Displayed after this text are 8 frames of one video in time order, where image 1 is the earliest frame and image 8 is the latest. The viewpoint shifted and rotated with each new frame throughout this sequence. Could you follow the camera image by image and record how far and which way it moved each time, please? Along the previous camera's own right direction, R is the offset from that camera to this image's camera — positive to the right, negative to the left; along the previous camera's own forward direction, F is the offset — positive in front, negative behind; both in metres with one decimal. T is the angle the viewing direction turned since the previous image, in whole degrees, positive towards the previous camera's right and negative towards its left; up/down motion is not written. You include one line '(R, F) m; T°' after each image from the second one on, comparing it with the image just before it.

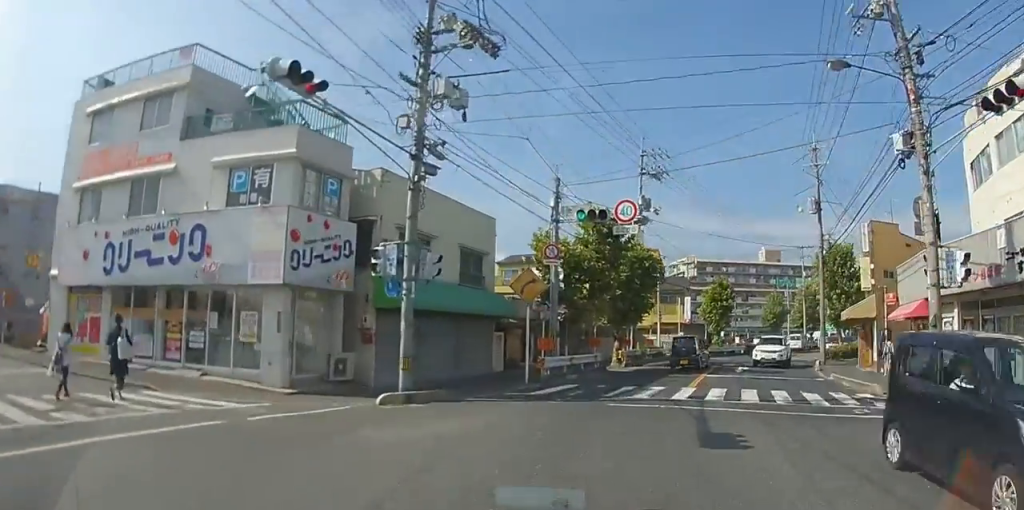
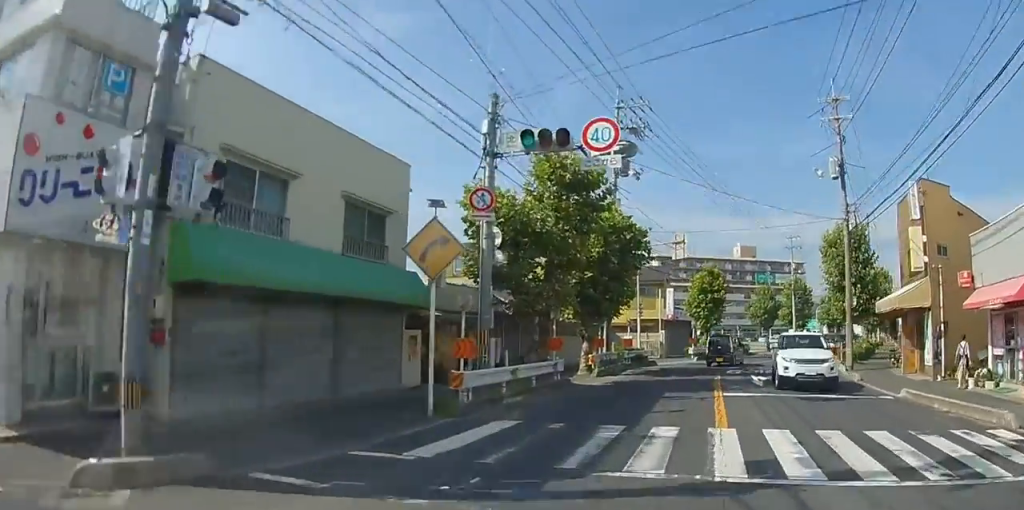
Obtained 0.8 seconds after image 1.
(+0.1, +7.2) m; +1°
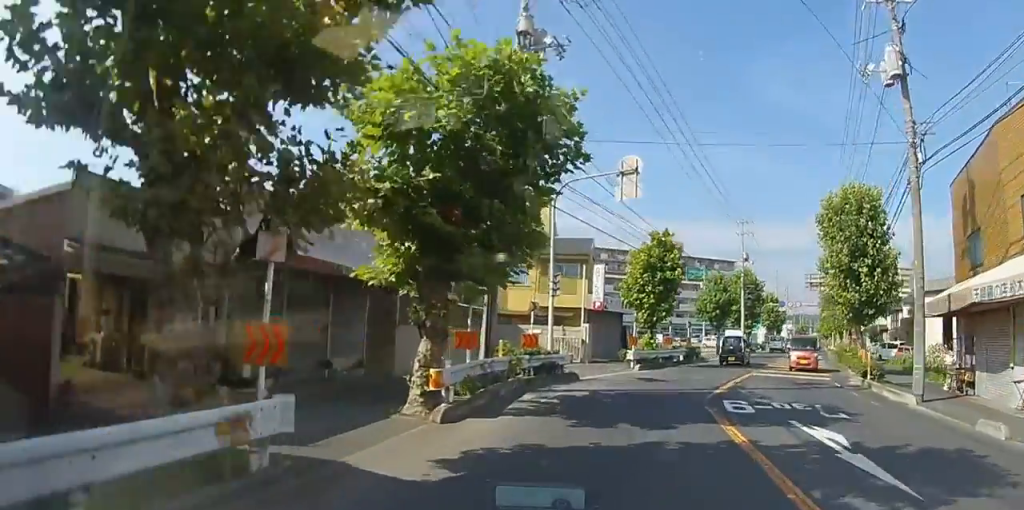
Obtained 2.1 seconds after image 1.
(0.0, +11.0) m; +4°
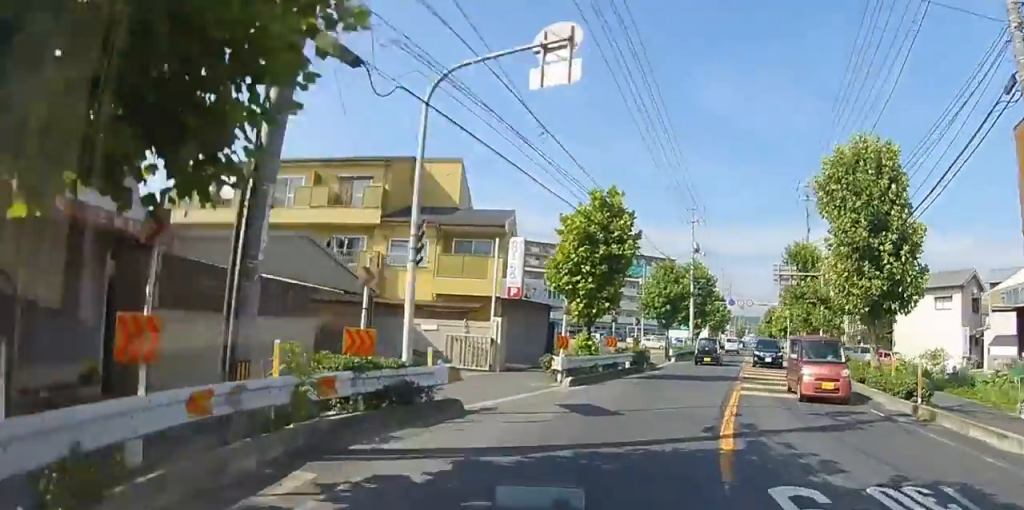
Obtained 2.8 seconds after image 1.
(+0.3, +6.9) m; +7°
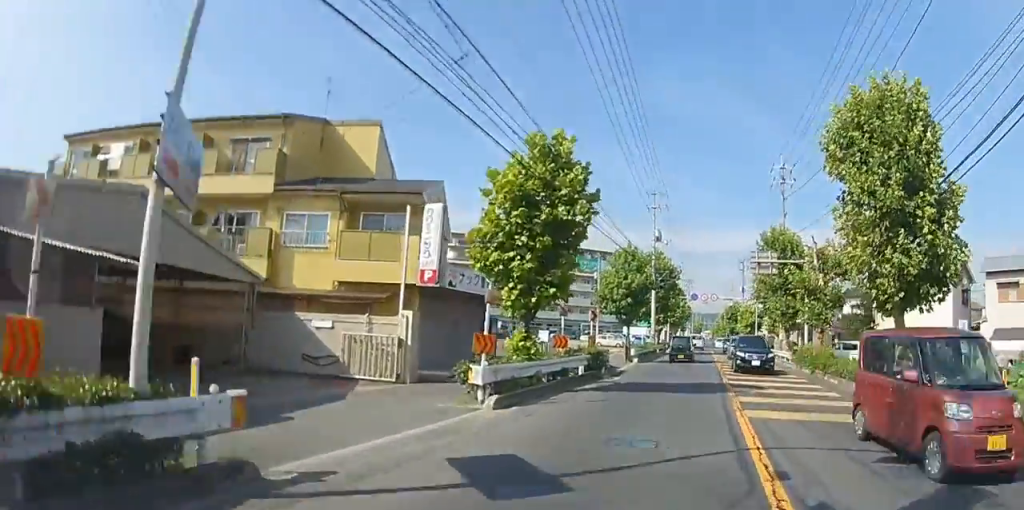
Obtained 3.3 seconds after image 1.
(+0.1, +4.5) m; +5°
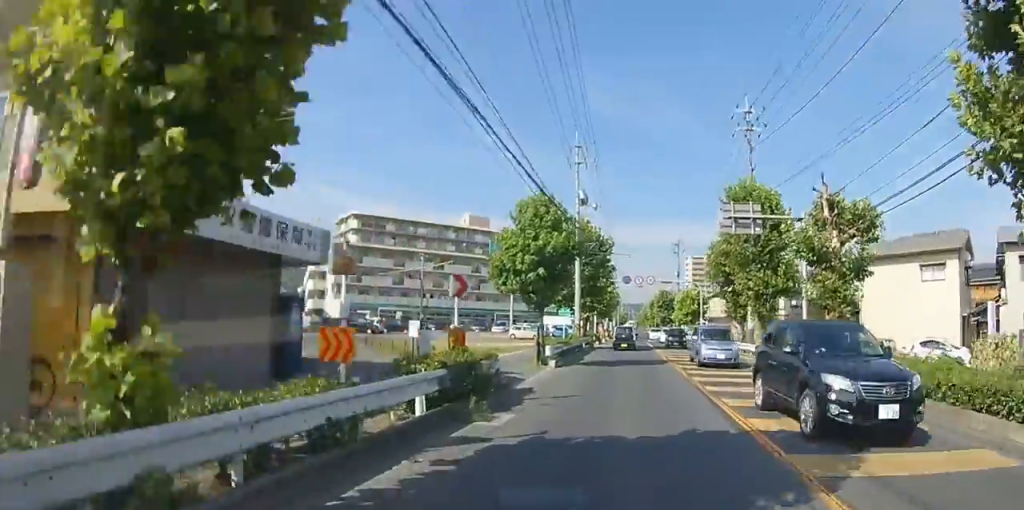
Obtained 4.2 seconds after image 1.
(+0.9, +9.4) m; +9°
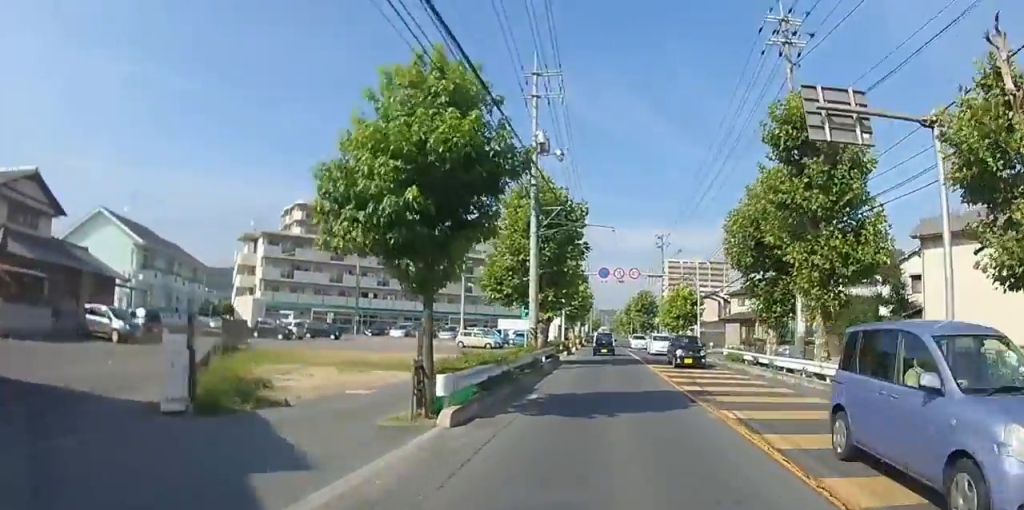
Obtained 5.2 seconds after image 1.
(+0.8, +10.5) m; +6°
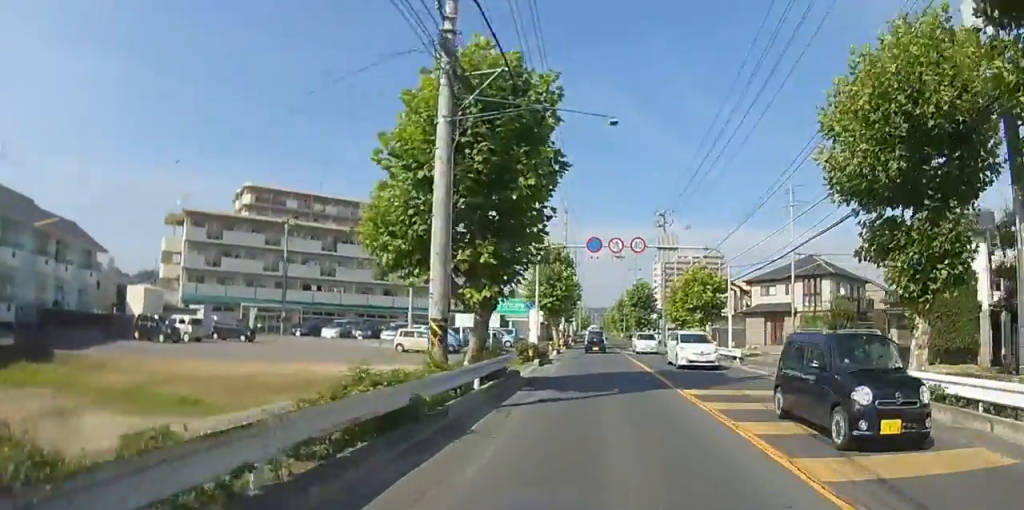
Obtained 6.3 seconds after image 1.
(+0.4, +11.8) m; +4°
